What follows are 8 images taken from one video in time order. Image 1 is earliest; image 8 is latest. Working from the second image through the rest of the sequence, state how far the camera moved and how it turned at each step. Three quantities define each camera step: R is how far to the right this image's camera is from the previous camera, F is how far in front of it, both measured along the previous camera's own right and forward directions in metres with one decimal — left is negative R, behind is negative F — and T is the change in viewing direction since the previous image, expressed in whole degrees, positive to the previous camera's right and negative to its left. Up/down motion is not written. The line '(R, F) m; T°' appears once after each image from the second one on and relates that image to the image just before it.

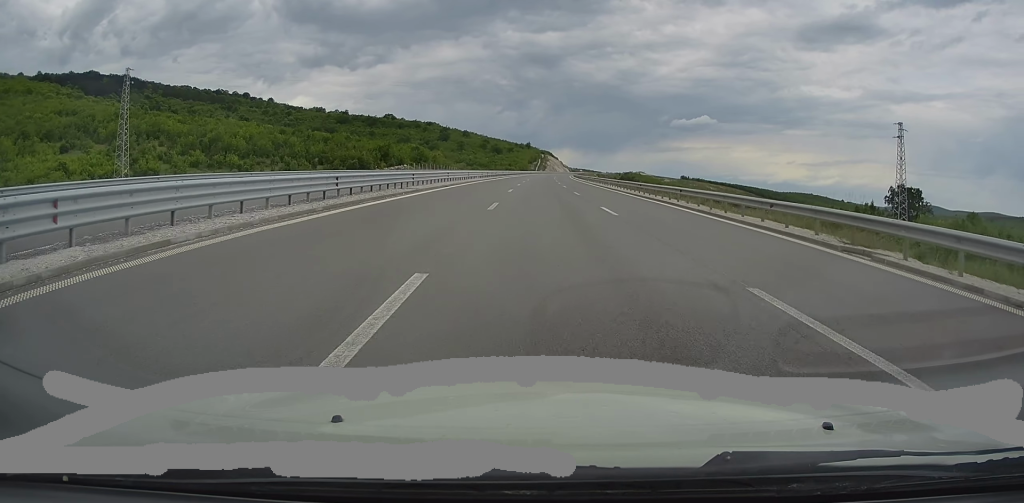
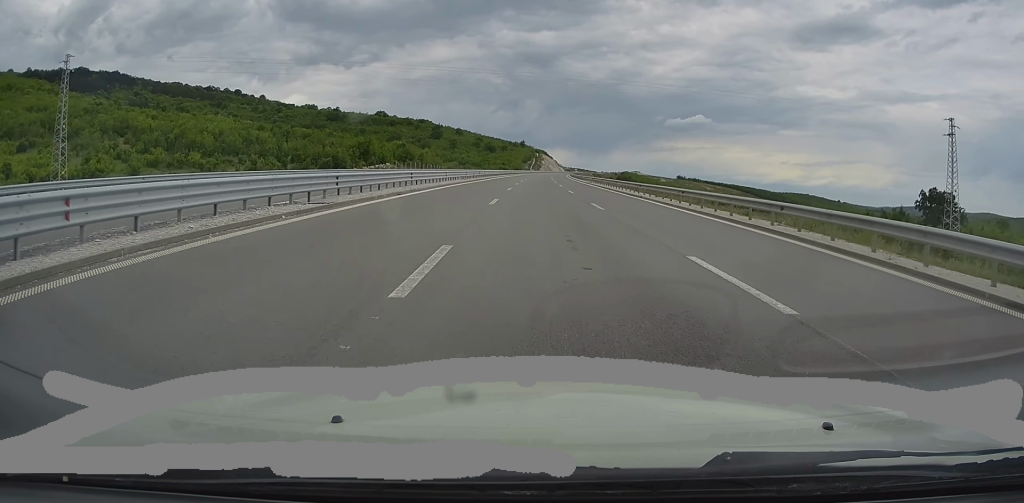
(+0.1, +13.3) m; 0°
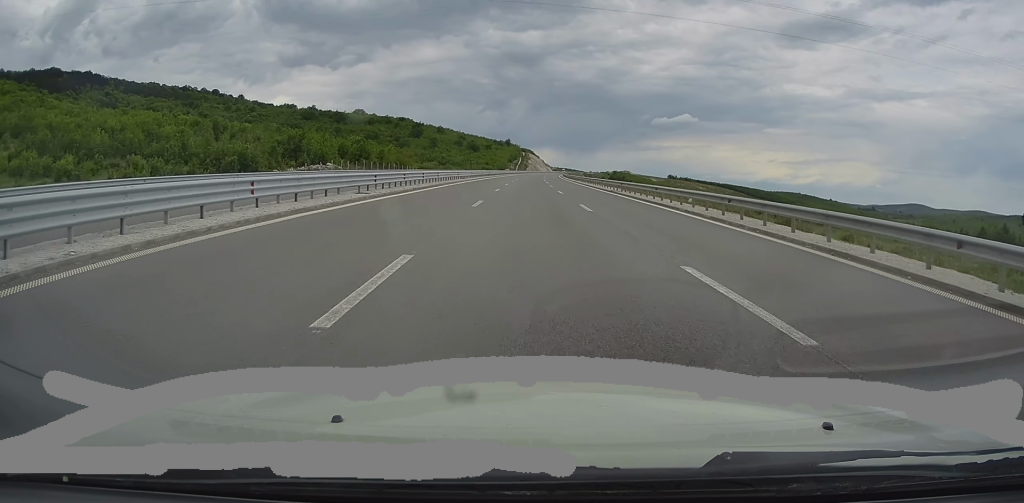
(+0.3, +33.7) m; +1°
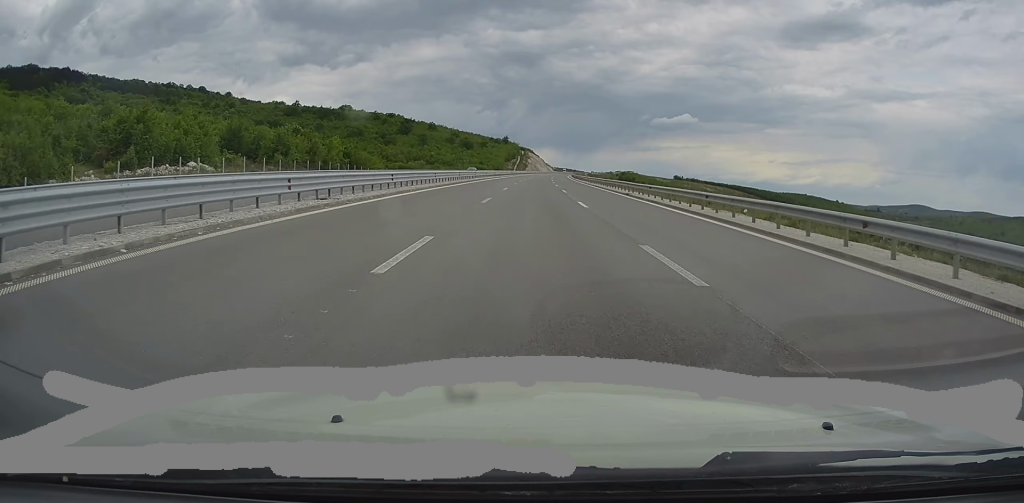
(+0.5, +47.5) m; +1°
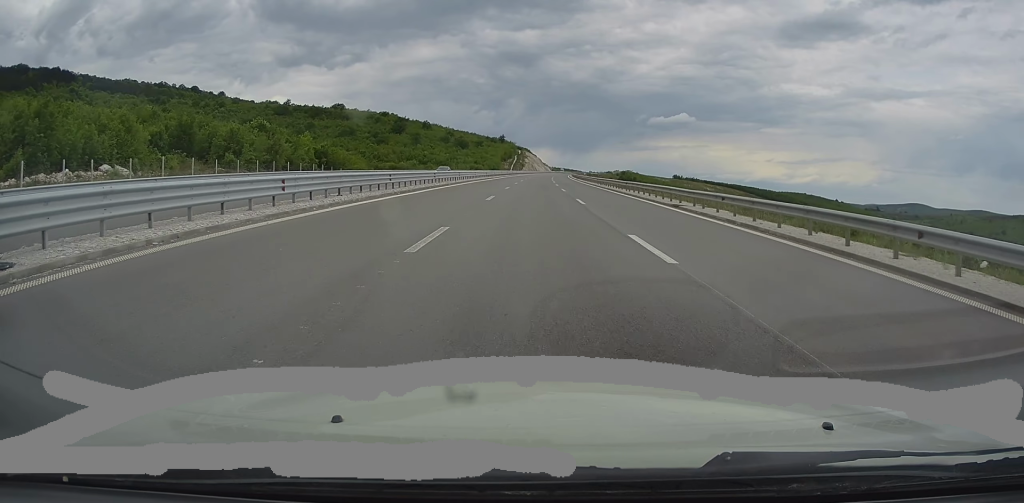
(-0.1, +15.4) m; 0°
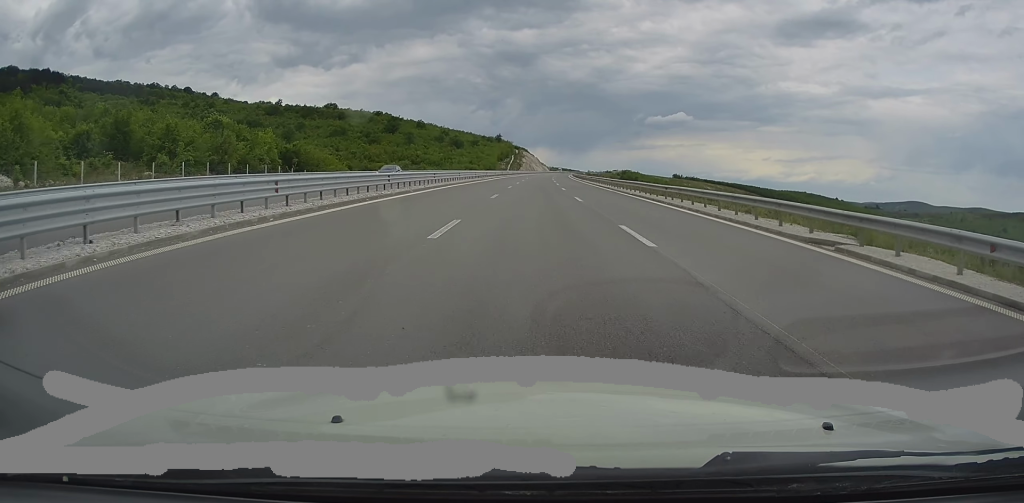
(-0.1, +15.6) m; 0°
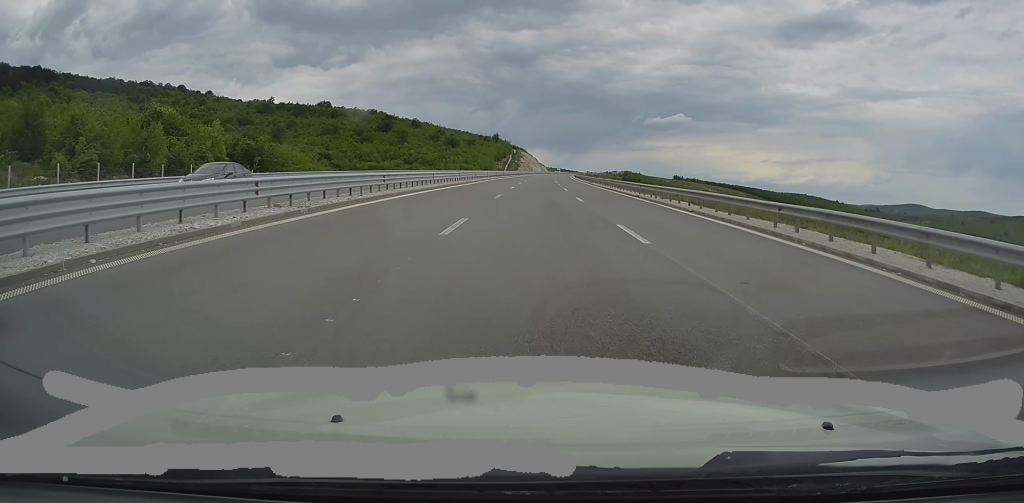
(+0.2, +17.4) m; +1°
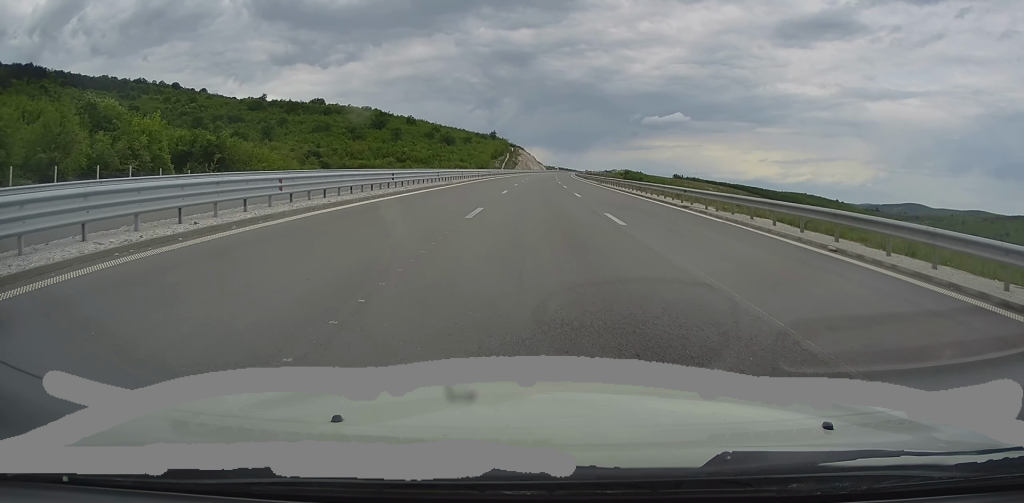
(0.0, +13.8) m; 0°
